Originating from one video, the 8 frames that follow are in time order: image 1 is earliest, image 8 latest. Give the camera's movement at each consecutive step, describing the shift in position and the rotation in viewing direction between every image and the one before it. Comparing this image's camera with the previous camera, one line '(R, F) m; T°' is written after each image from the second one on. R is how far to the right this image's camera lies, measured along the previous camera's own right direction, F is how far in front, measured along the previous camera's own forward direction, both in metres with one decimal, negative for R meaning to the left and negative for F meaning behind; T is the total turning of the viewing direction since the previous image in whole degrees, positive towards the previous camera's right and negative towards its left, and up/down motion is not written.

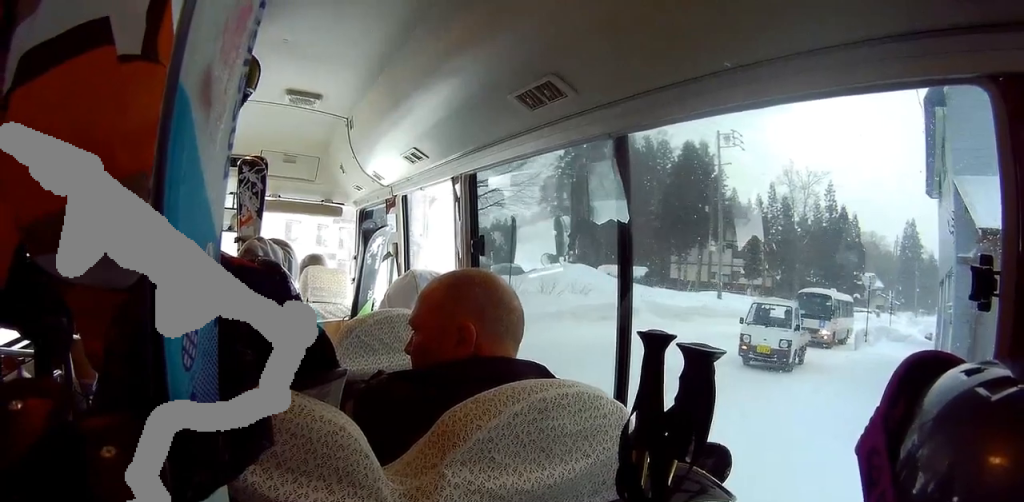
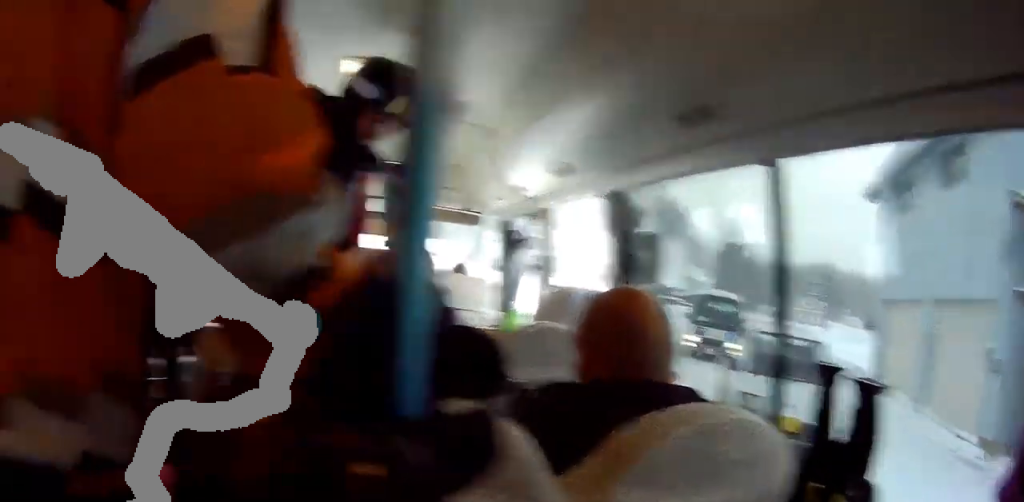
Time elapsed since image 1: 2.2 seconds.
(+2.0, +3.9) m; +42°
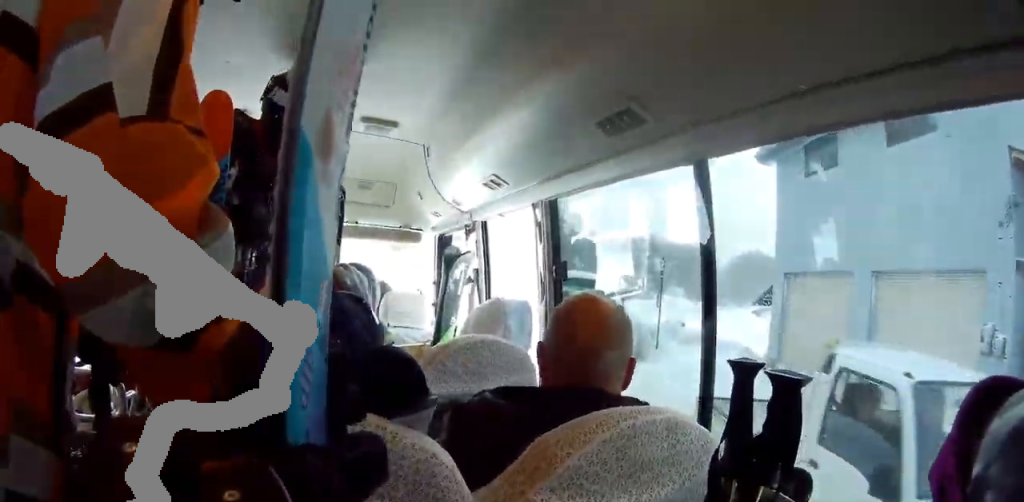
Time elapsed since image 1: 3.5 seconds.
(+0.3, +3.6) m; +9°
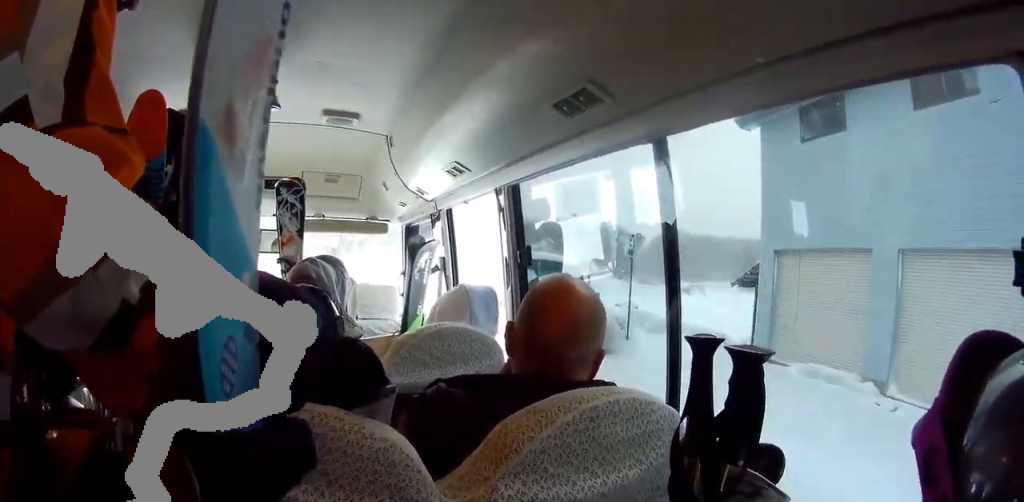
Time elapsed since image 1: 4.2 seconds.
(+0.1, +2.6) m; +2°
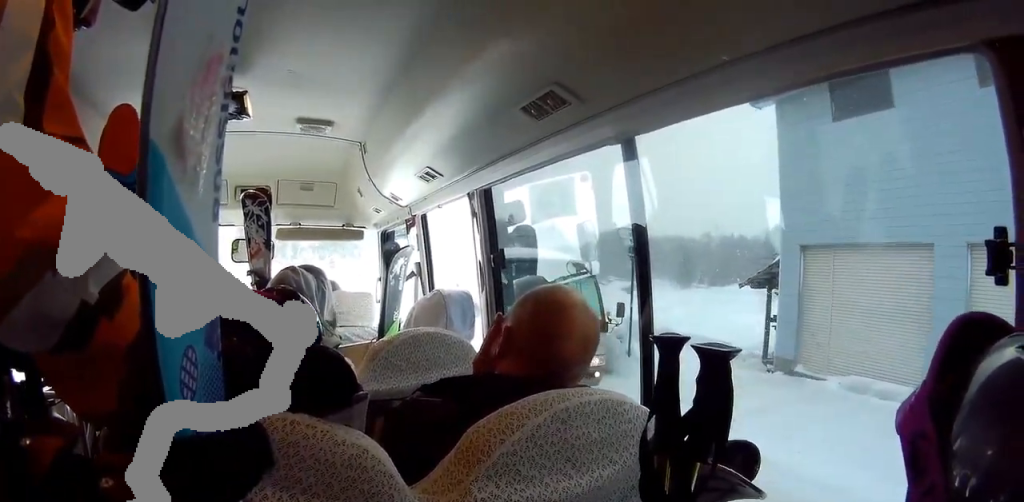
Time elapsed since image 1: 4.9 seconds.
(+0.1, +2.7) m; +1°
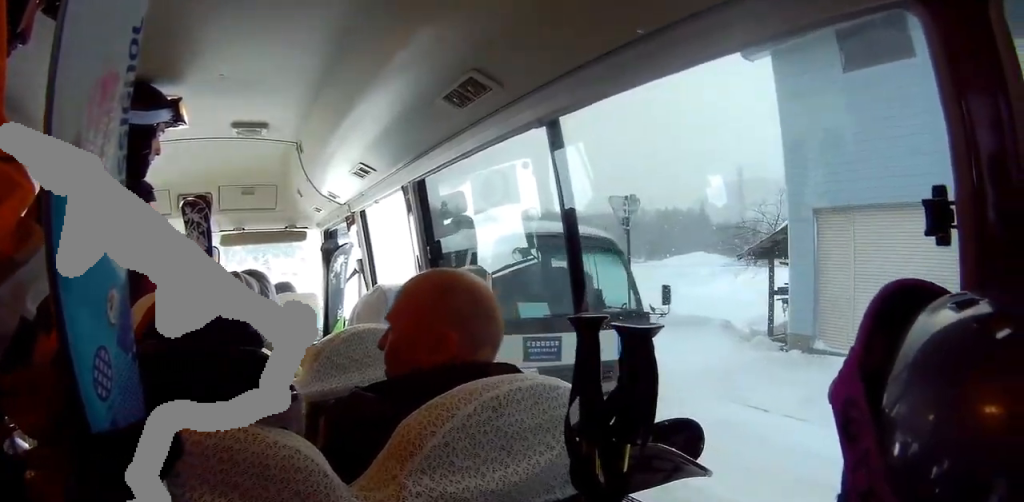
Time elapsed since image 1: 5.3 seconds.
(0.0, +1.9) m; 0°
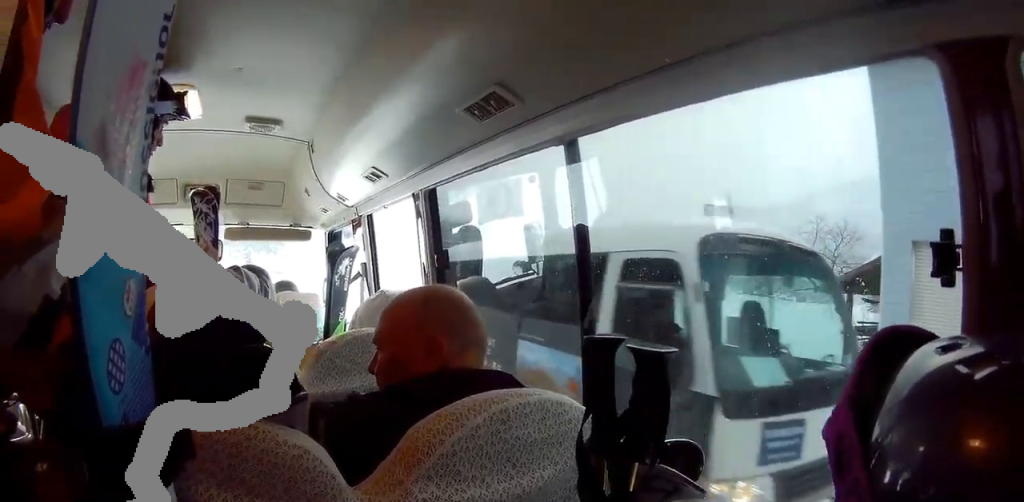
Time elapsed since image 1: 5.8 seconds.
(0.0, +2.2) m; 0°
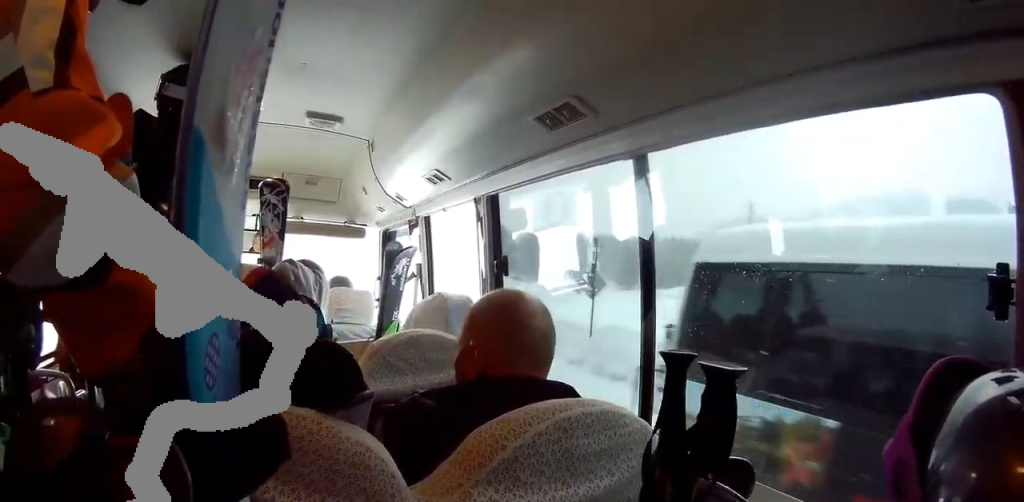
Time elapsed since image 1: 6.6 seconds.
(0.0, +3.8) m; +2°
